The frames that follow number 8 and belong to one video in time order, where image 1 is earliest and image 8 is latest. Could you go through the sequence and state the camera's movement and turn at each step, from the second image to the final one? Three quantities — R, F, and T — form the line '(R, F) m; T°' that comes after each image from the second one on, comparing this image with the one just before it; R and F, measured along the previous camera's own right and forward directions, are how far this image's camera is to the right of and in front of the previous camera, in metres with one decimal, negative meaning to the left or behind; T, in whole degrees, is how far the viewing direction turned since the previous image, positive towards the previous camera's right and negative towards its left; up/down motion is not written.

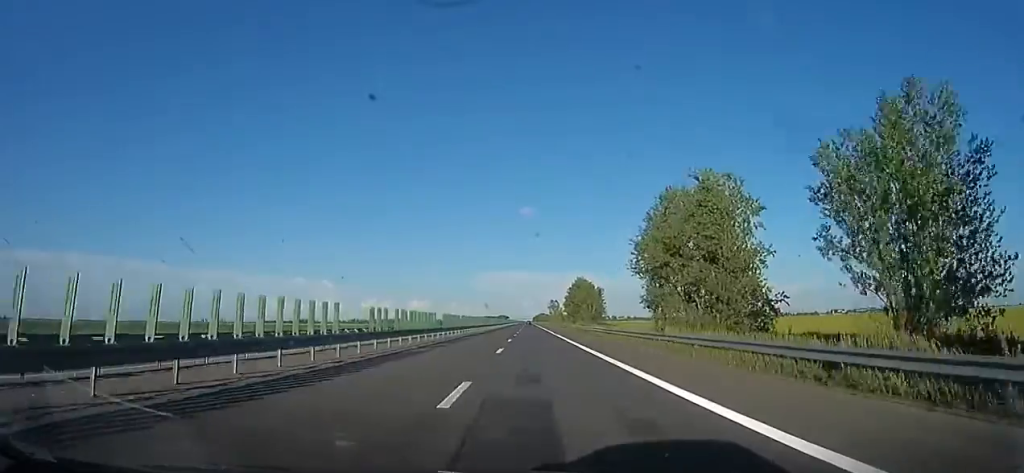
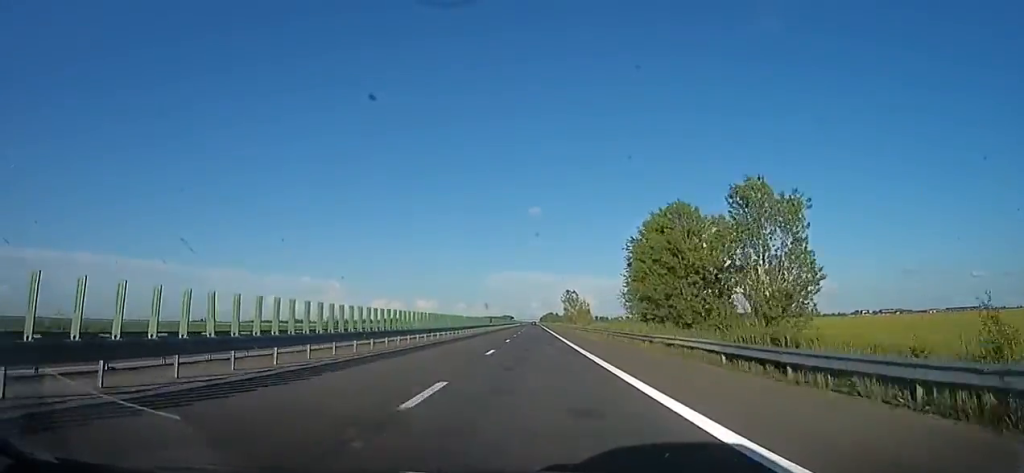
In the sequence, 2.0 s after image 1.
(-2.6, +73.3) m; -2°
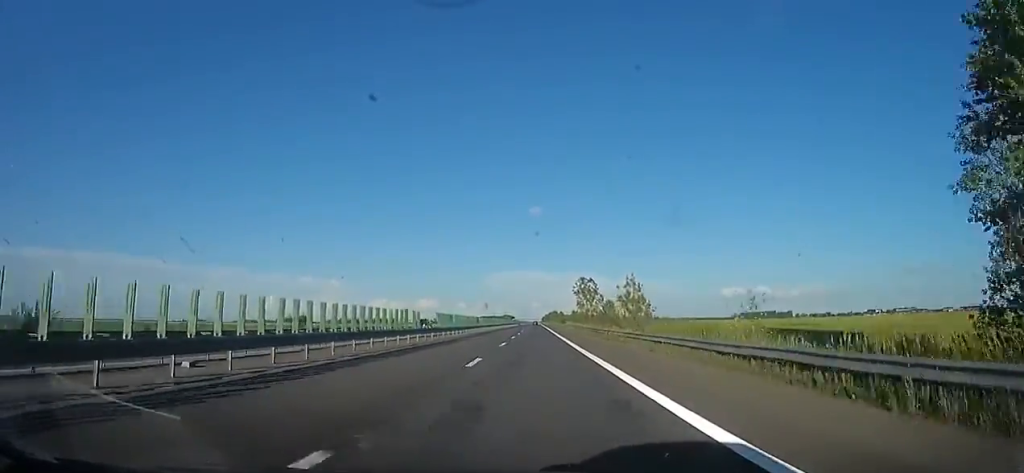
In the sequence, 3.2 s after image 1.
(+0.7, +42.0) m; -1°
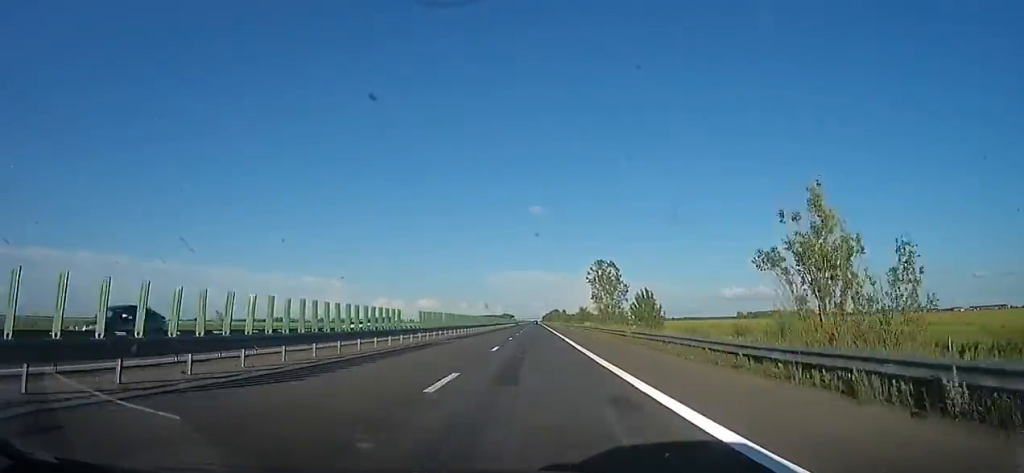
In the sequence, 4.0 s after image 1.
(-0.8, +29.4) m; -1°
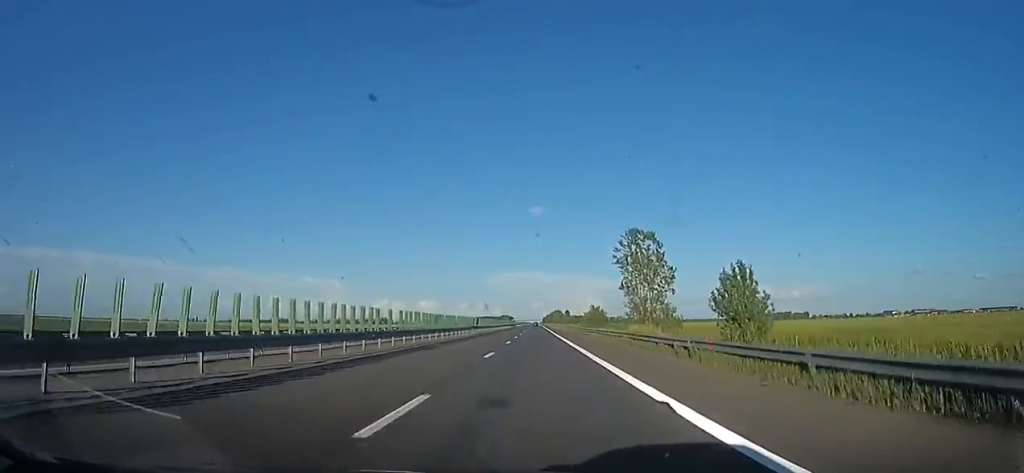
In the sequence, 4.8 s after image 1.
(-0.2, +27.5) m; +2°
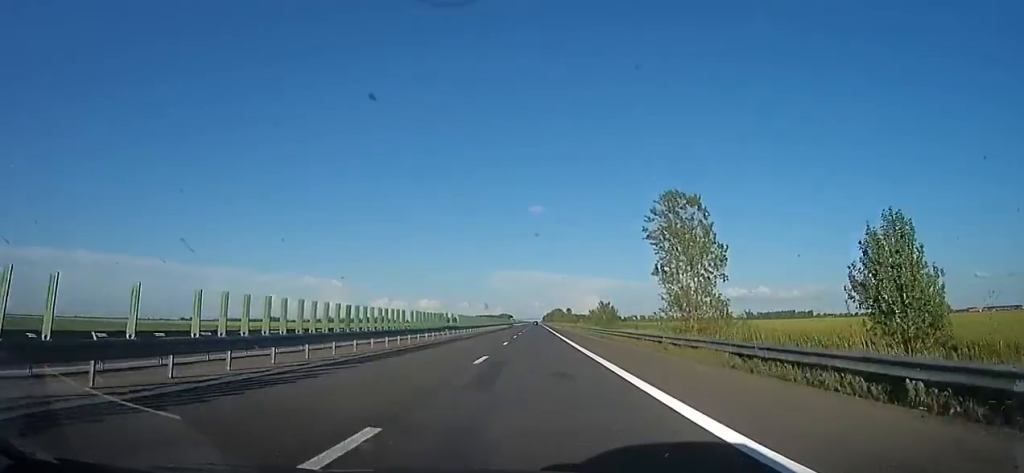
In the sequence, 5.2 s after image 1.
(+0.5, +14.9) m; 0°
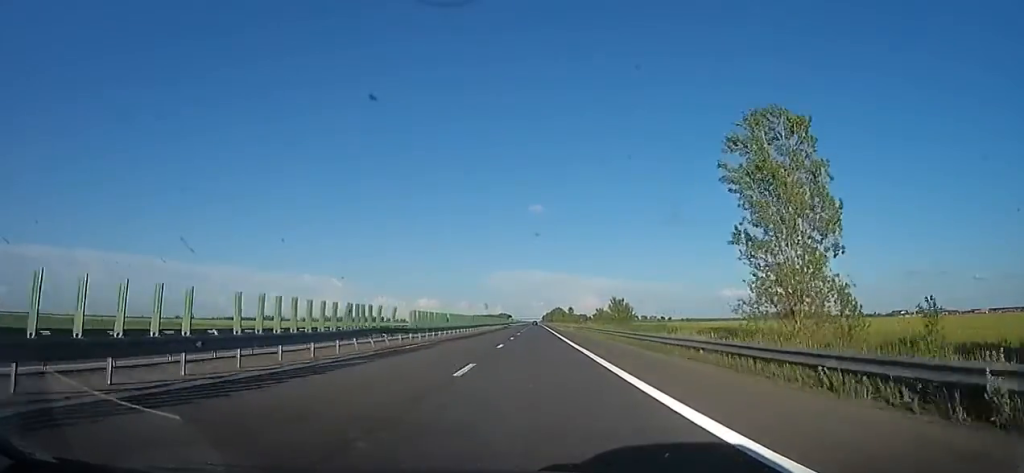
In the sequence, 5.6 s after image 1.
(+0.7, +15.5) m; 0°
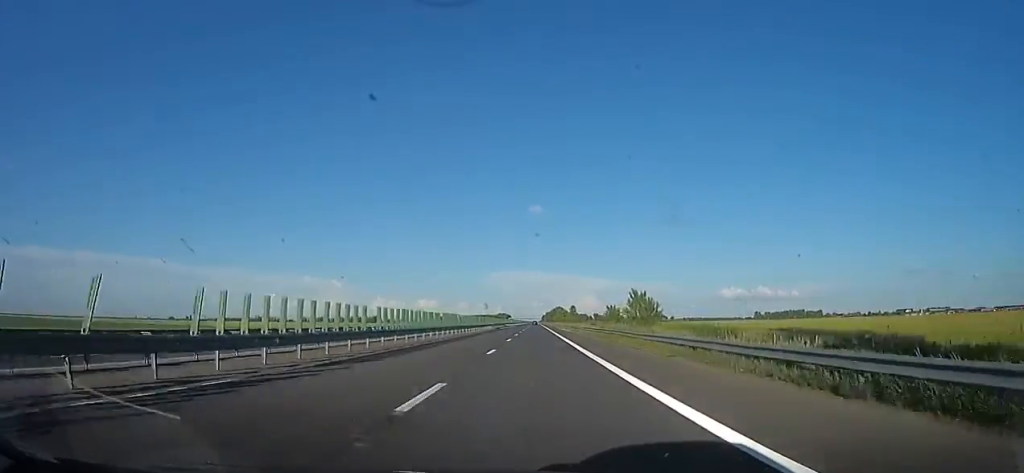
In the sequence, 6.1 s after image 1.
(-0.1, +16.7) m; 0°
